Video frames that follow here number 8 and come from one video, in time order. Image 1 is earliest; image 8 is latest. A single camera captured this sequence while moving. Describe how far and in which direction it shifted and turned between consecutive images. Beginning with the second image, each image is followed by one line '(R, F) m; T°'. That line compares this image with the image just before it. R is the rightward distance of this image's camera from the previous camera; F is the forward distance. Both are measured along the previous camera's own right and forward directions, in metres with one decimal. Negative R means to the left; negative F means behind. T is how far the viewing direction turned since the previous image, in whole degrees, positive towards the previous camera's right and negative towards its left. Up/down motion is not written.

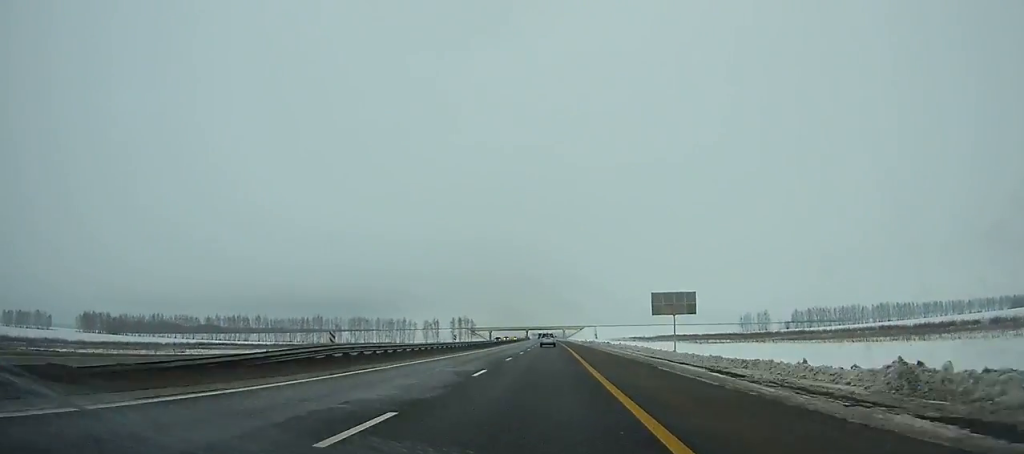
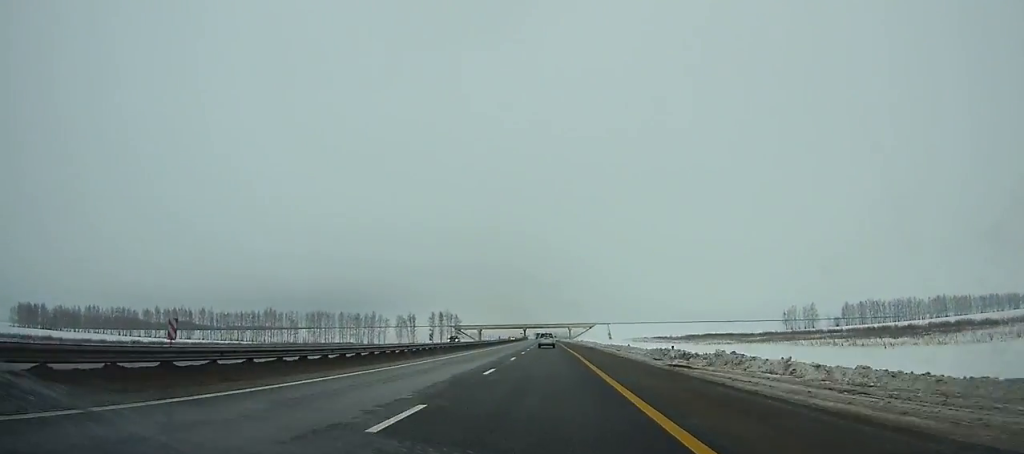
(-0.4, +70.2) m; -1°
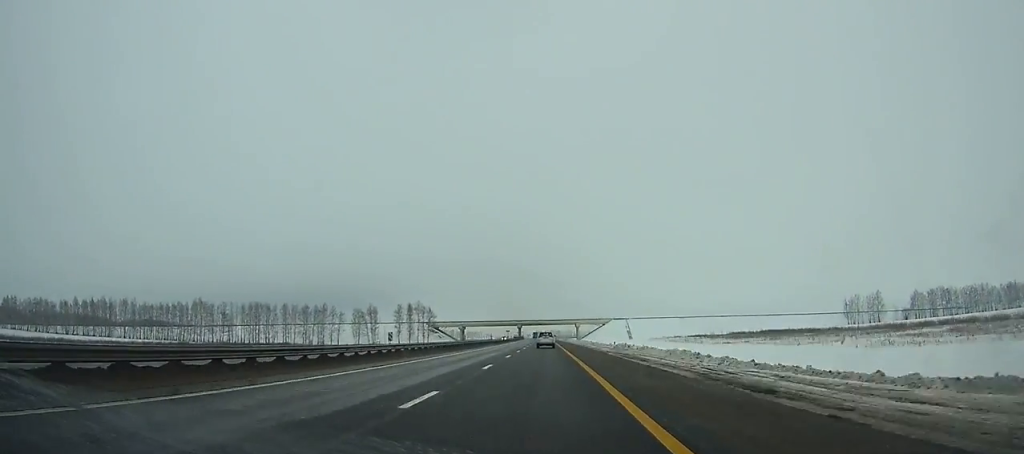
(-0.3, +66.9) m; -1°
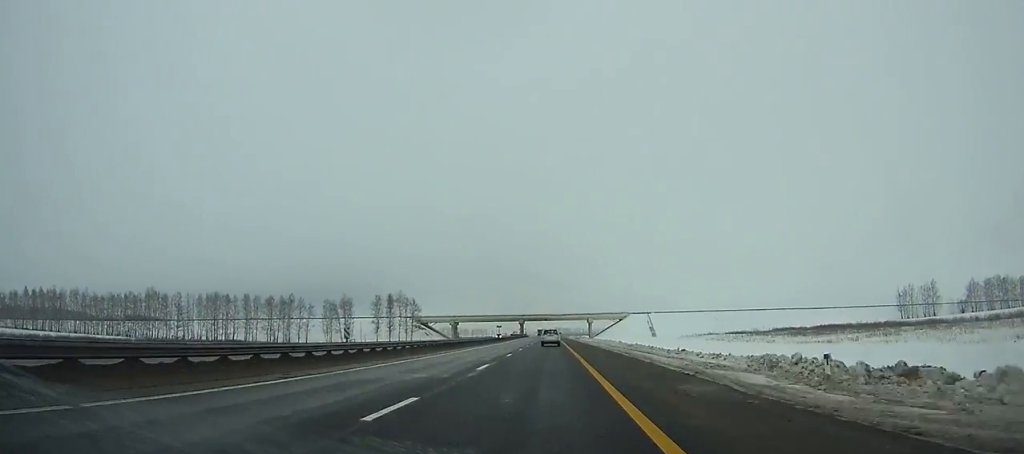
(-0.2, +37.6) m; 0°
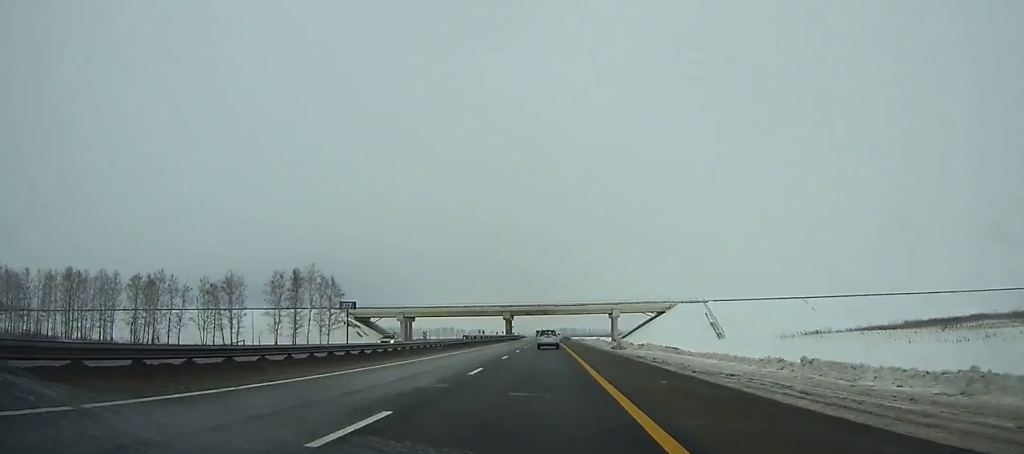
(-0.3, +71.6) m; -1°
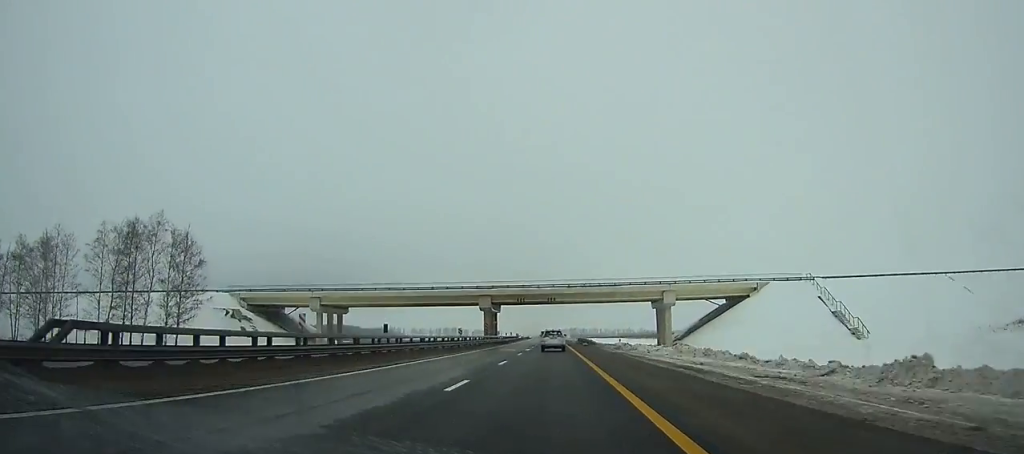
(-0.2, +50.7) m; 0°
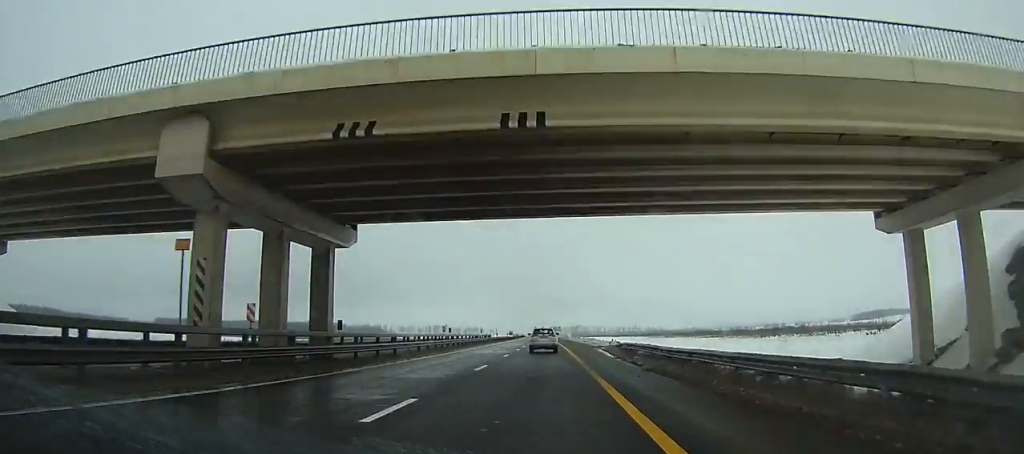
(-0.4, +60.7) m; -1°
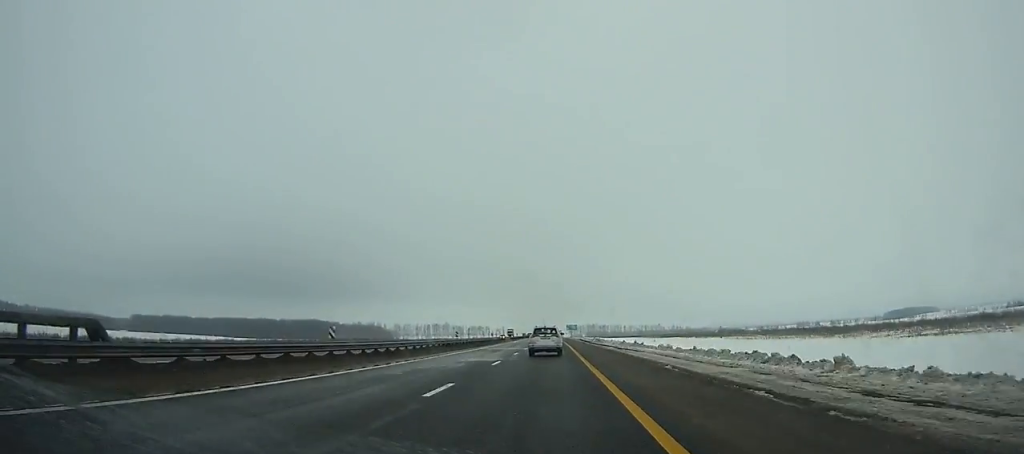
(-0.6, +78.5) m; -1°
